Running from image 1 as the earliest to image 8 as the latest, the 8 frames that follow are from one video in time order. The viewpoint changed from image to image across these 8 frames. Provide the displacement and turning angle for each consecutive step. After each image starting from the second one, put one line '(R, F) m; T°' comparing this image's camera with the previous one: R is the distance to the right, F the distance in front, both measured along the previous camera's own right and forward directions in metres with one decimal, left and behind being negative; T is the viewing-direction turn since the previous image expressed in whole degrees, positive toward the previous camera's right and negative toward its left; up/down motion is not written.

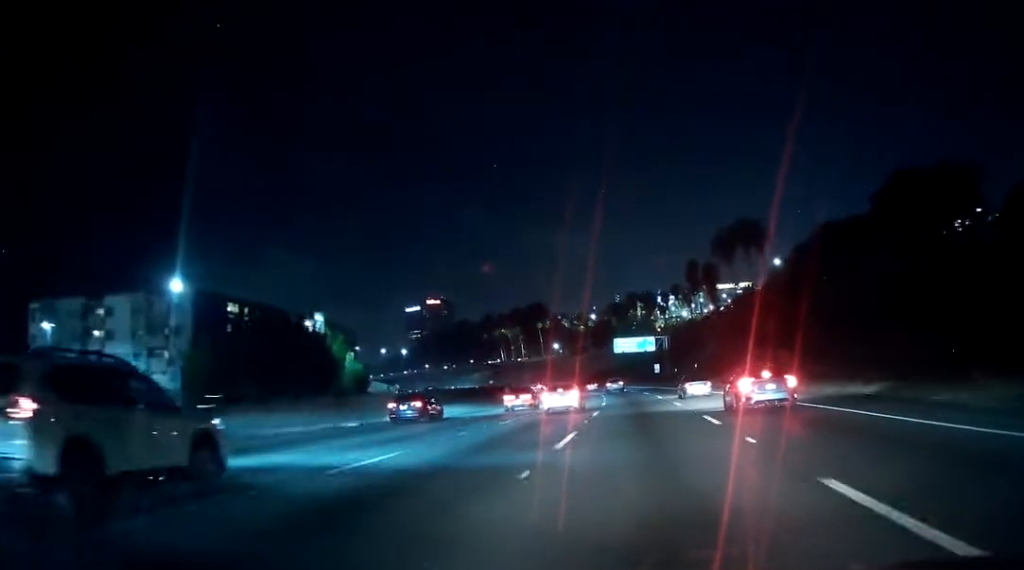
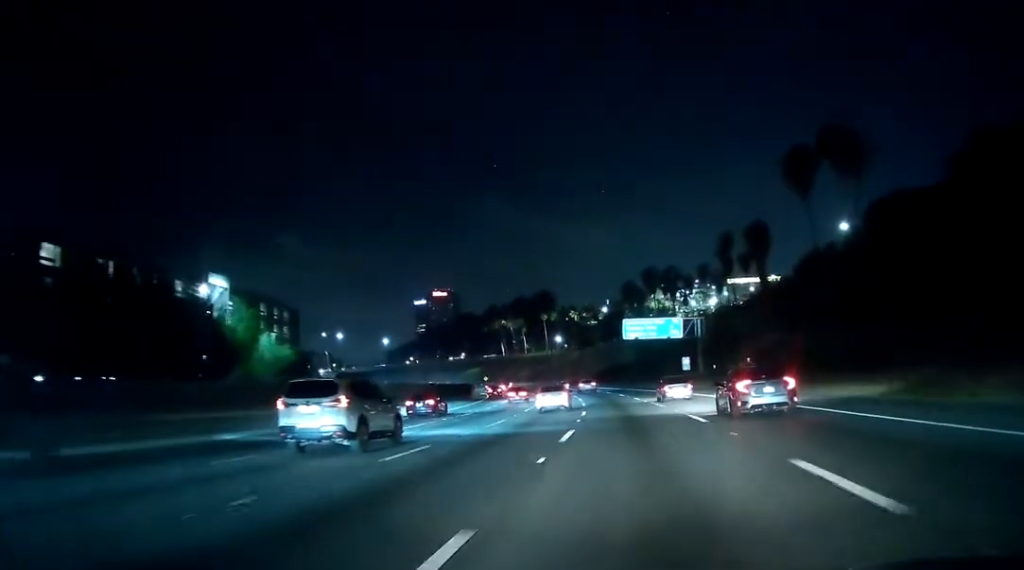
(-0.1, +41.5) m; -1°
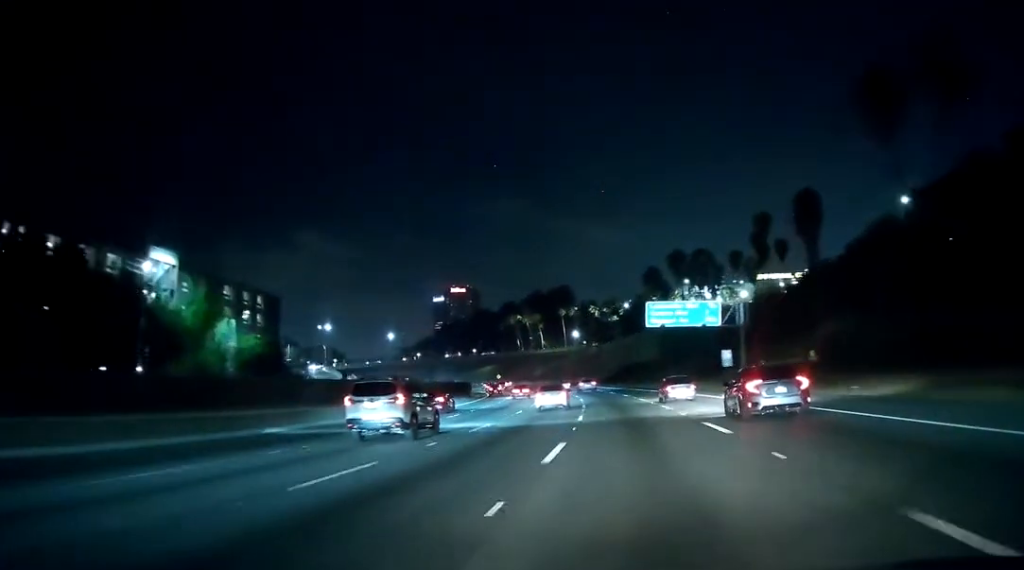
(+0.1, +19.3) m; -1°
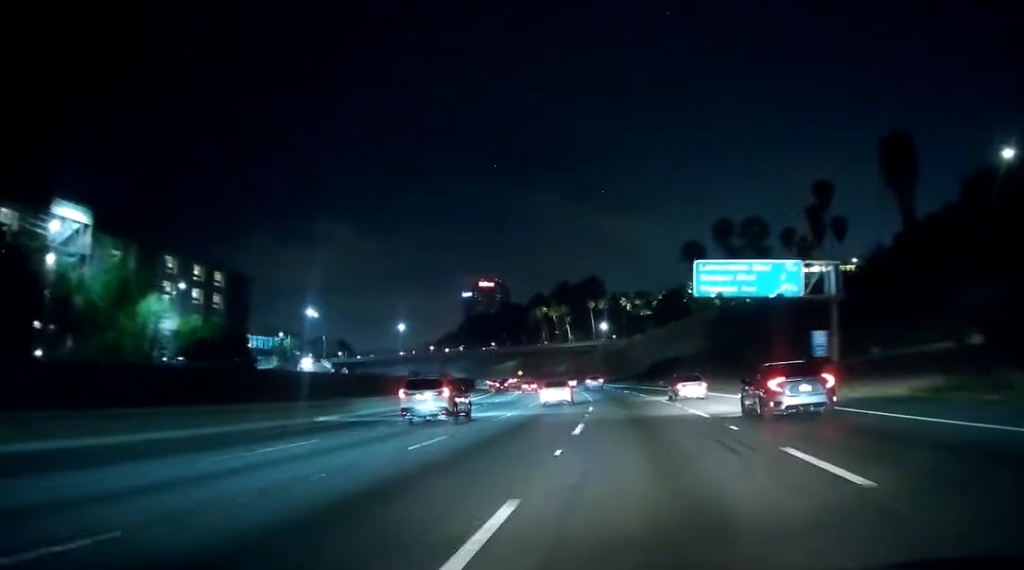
(-0.7, +23.8) m; -3°
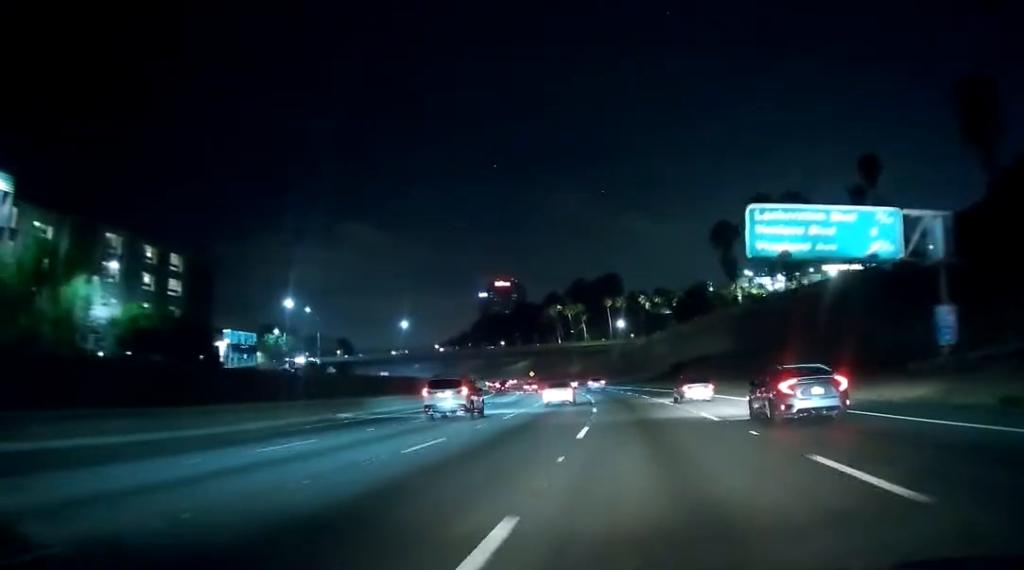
(-0.5, +16.1) m; -1°
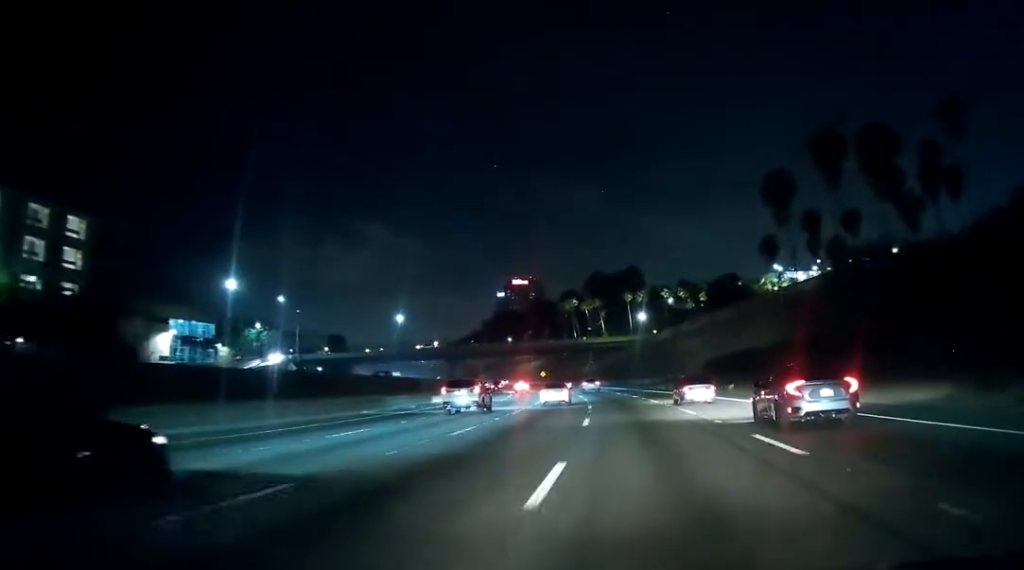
(-0.3, +23.8) m; -1°
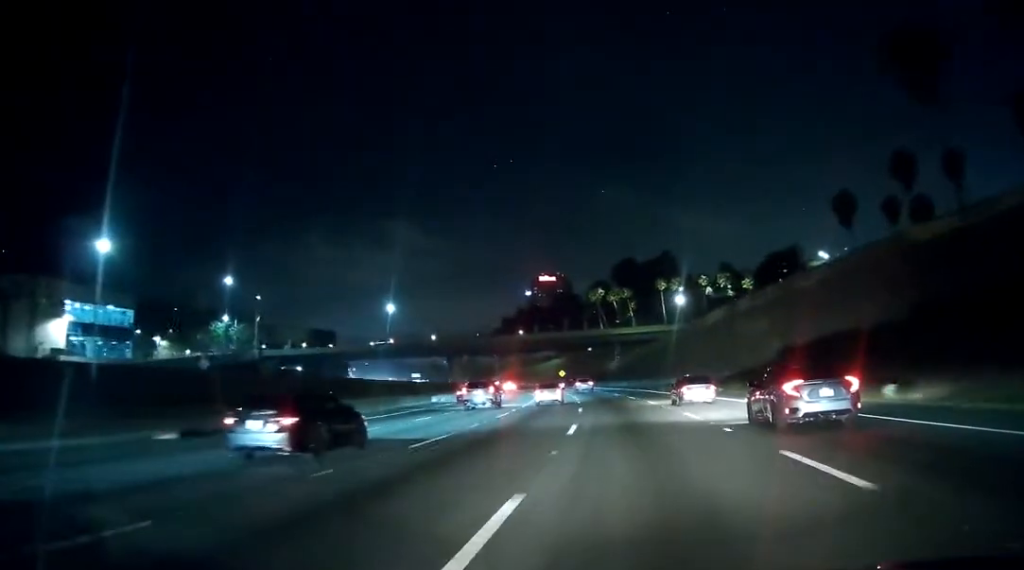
(-0.5, +33.8) m; -1°
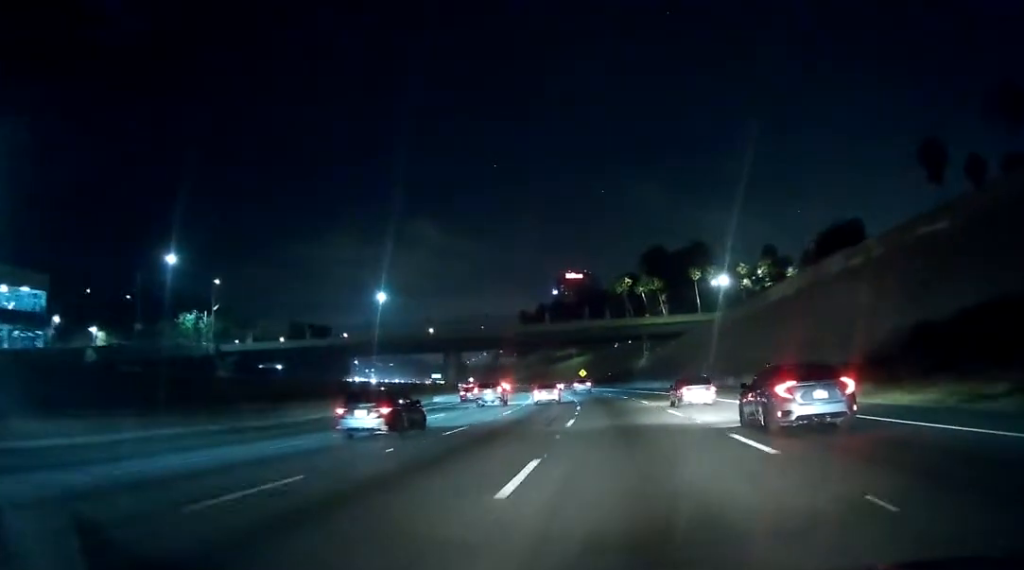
(-0.1, +24.4) m; -2°
